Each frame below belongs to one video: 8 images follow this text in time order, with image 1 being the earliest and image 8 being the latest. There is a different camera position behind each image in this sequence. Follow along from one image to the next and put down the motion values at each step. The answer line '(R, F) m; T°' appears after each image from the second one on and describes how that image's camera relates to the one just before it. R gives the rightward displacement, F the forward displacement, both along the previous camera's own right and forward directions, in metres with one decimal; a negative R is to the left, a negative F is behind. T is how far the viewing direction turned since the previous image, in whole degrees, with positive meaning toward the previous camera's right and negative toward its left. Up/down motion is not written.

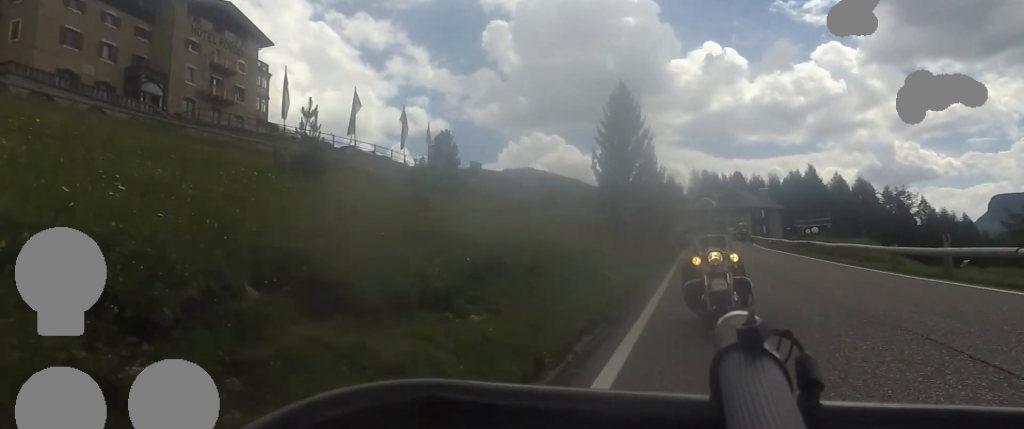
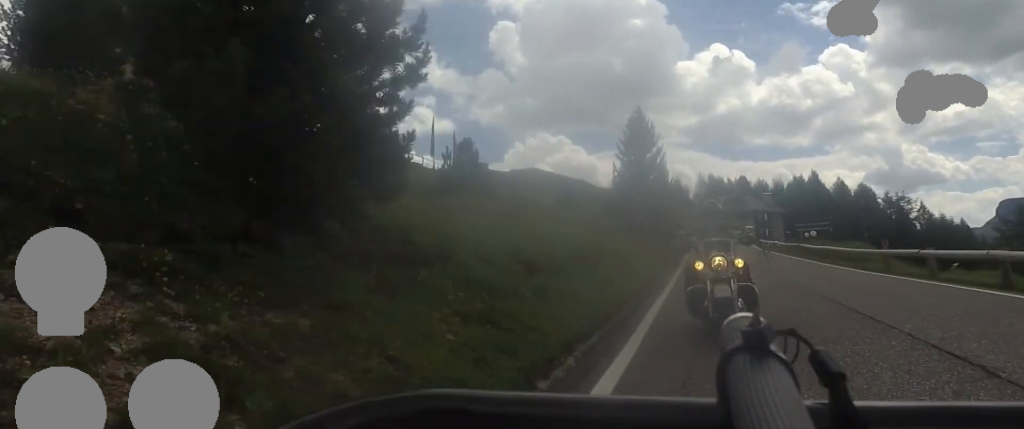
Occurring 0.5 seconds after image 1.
(+0.1, +5.3) m; +1°
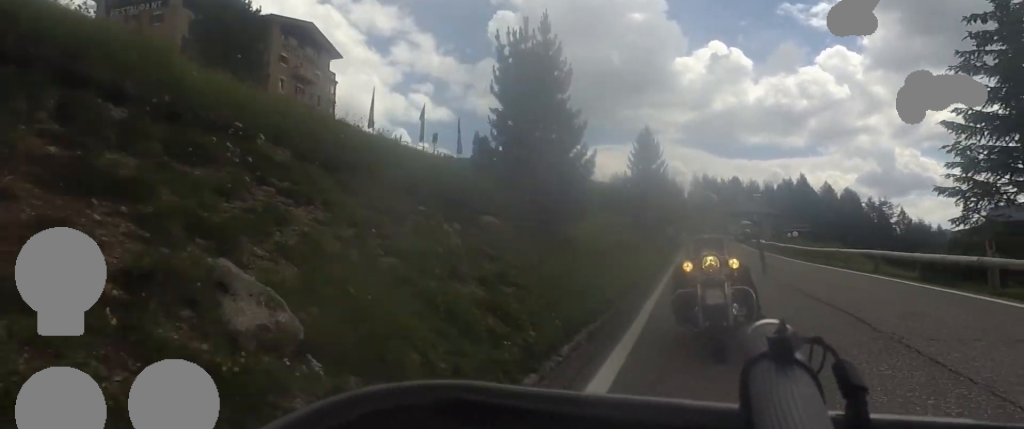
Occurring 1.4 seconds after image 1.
(0.0, +8.1) m; +2°
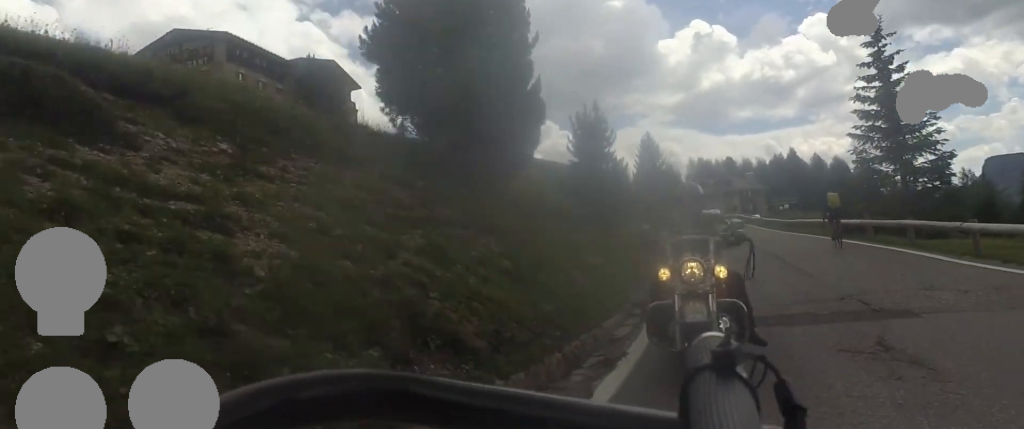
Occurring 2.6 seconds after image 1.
(+0.4, +9.3) m; 0°
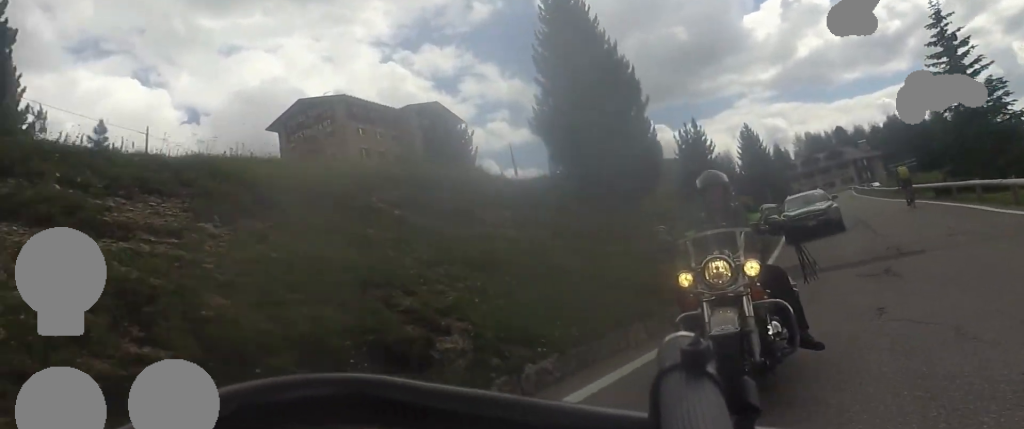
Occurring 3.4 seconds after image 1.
(-0.2, +5.8) m; -12°
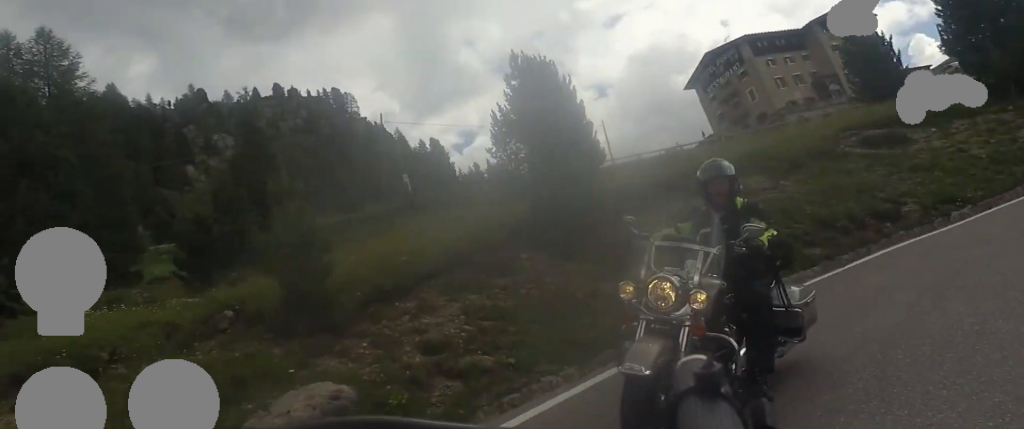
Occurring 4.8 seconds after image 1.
(-3.0, +8.9) m; -39°
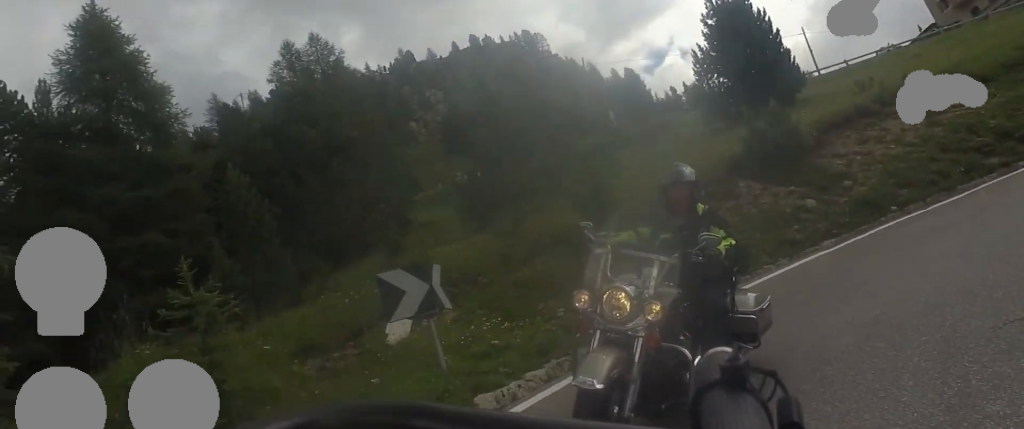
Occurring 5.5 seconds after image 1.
(-0.9, +4.1) m; -18°
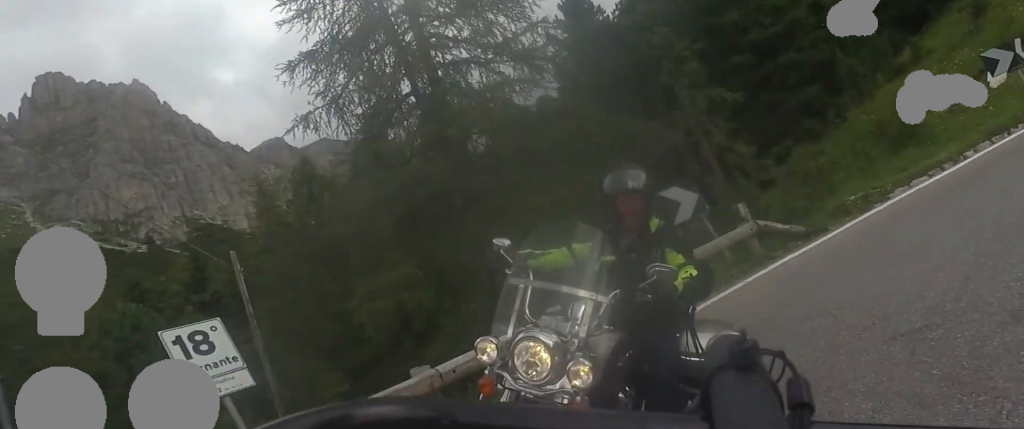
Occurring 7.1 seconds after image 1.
(-3.7, +7.8) m; -55°
